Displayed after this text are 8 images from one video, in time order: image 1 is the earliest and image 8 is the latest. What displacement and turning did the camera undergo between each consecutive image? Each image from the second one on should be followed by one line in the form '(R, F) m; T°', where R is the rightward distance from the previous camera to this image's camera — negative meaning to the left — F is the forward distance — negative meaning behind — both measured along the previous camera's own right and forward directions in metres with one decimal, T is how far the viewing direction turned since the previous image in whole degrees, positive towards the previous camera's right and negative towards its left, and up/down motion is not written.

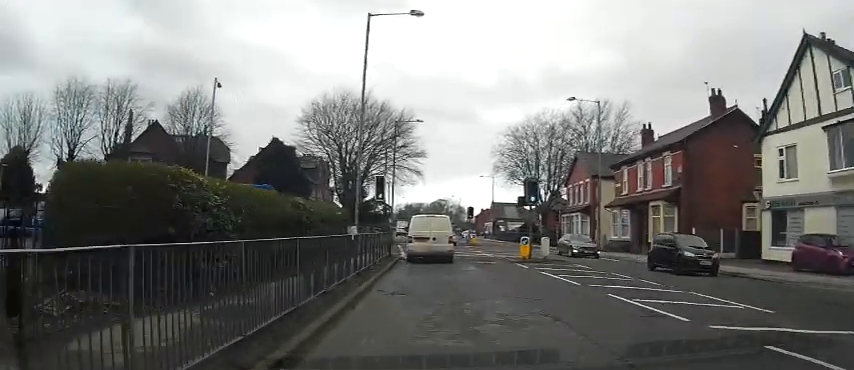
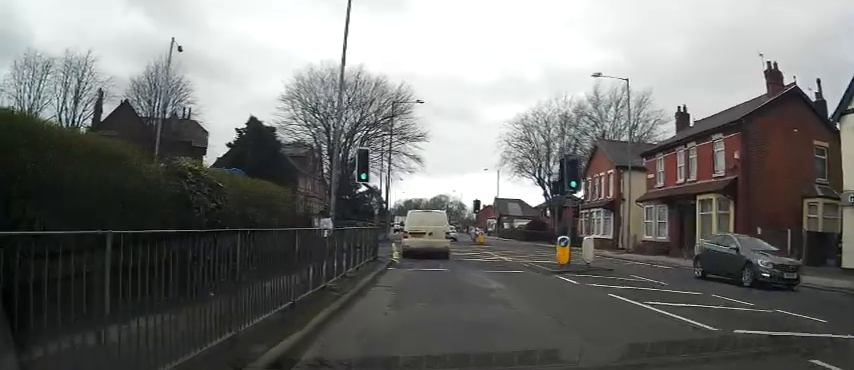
(+0.2, +6.3) m; +3°
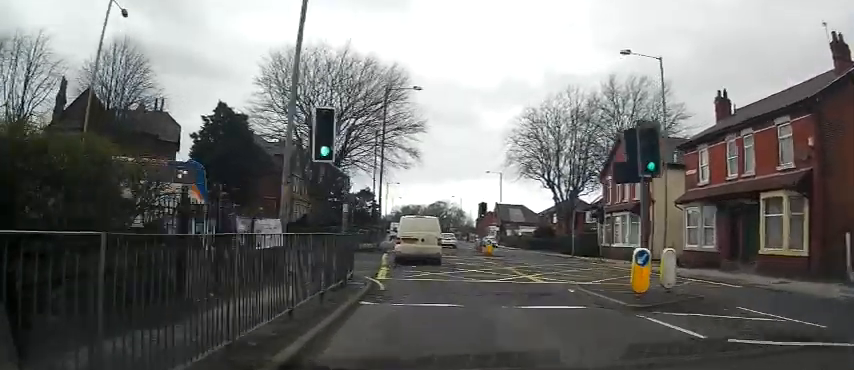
(+0.1, +6.0) m; +1°
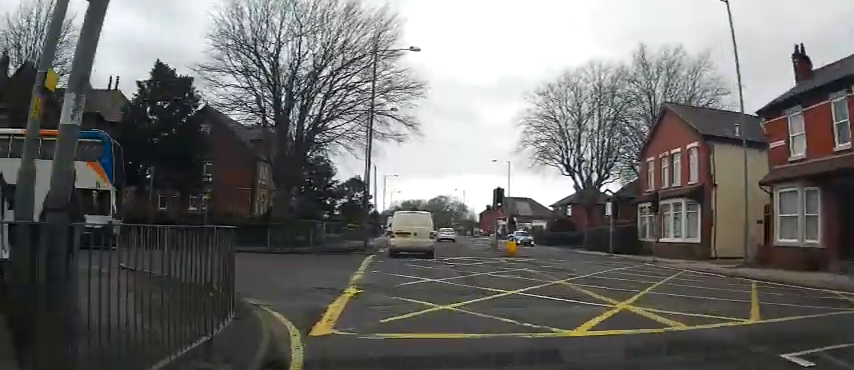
(0.0, +8.4) m; -2°
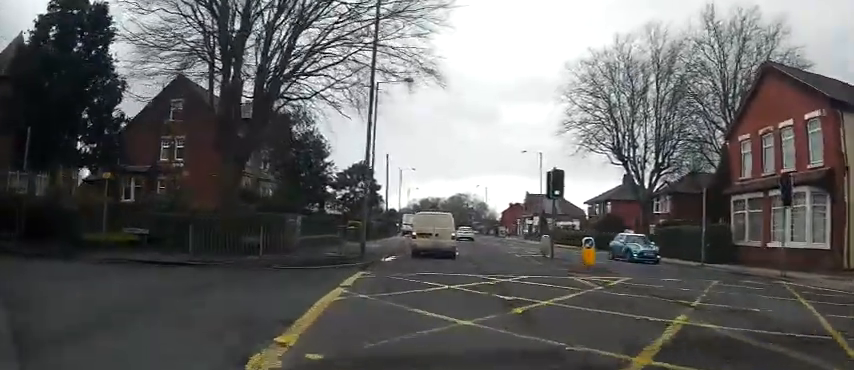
(-0.4, +9.7) m; -2°
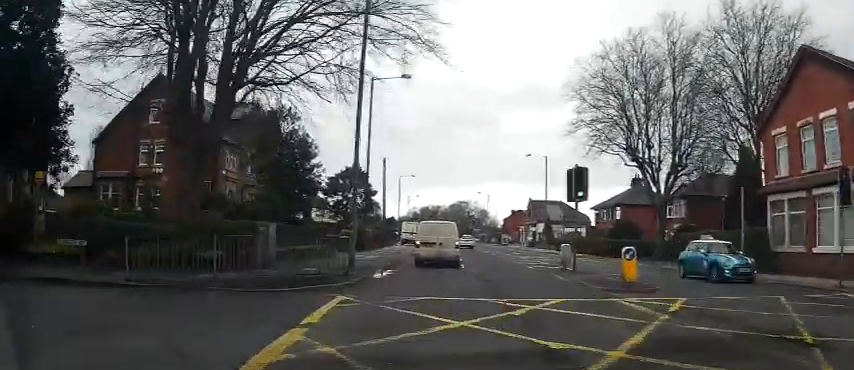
(-0.1, +3.2) m; +1°
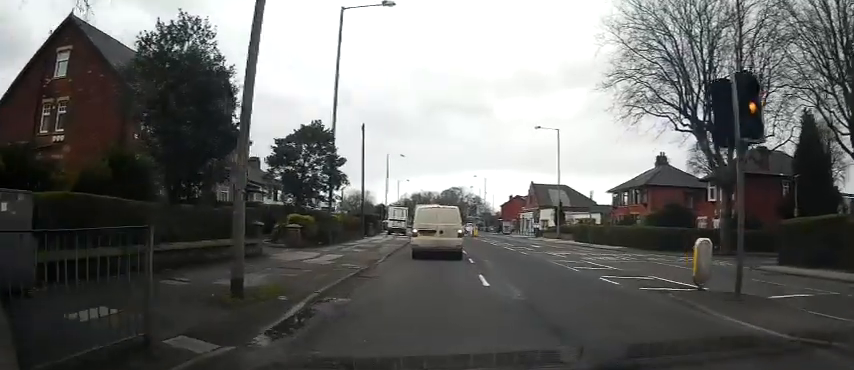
(+0.2, +10.7) m; -1°
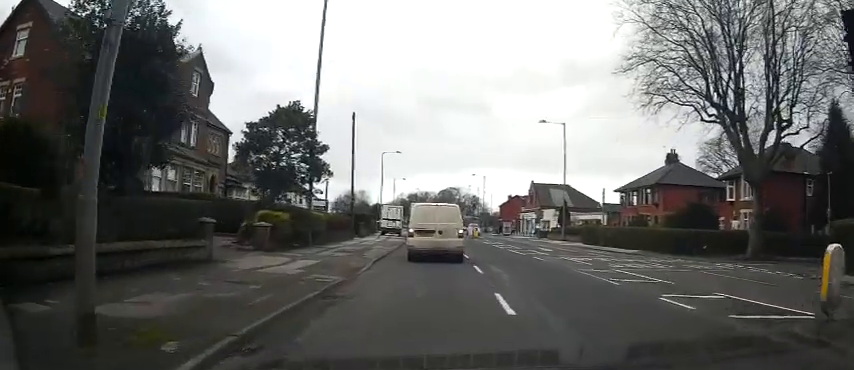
(-0.3, +4.0) m; -1°
